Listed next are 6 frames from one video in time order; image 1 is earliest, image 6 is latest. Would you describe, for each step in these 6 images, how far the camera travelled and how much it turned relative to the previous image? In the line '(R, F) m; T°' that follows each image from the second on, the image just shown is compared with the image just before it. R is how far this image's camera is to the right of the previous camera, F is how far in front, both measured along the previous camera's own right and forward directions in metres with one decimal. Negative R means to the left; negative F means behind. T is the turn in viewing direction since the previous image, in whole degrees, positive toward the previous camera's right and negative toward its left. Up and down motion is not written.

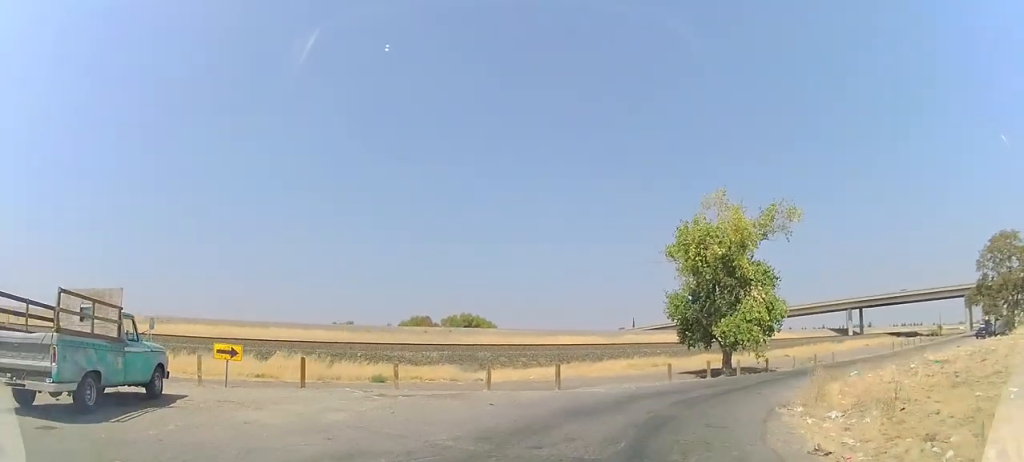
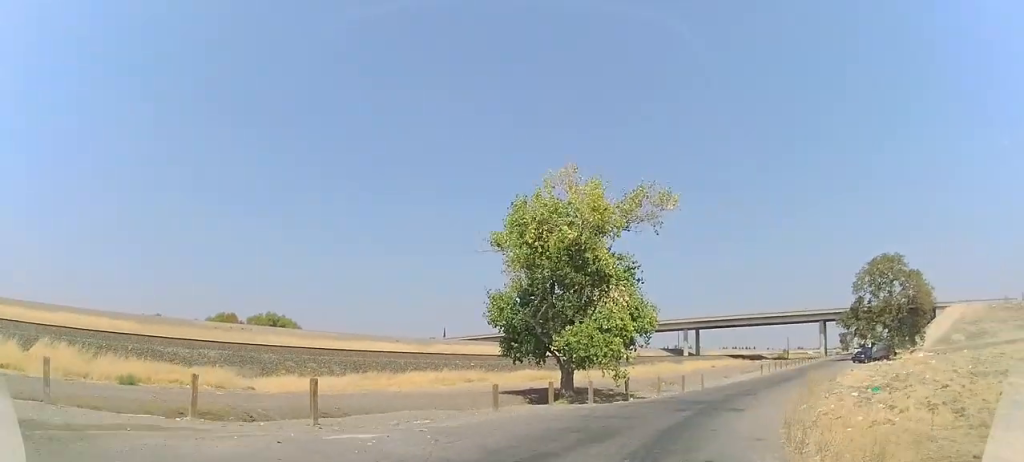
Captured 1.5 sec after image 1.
(+1.0, +7.7) m; +20°
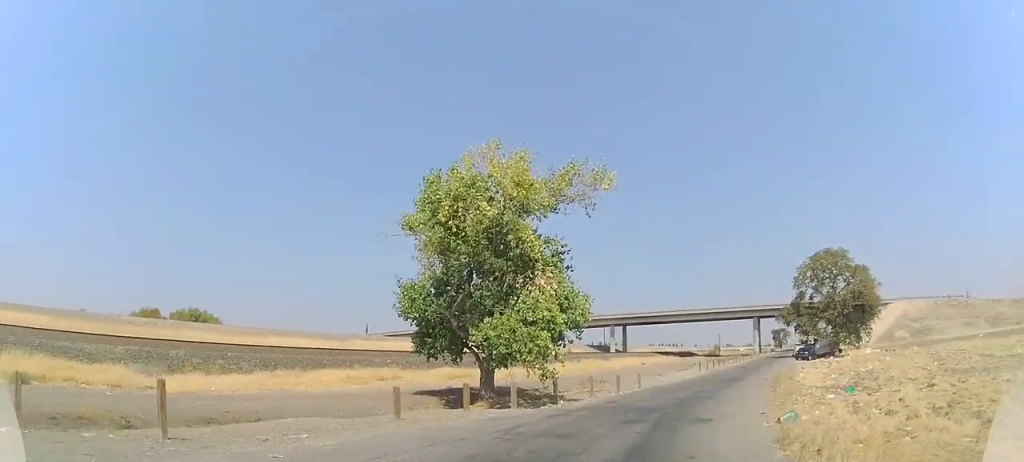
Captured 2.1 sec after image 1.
(+0.4, +2.9) m; +9°
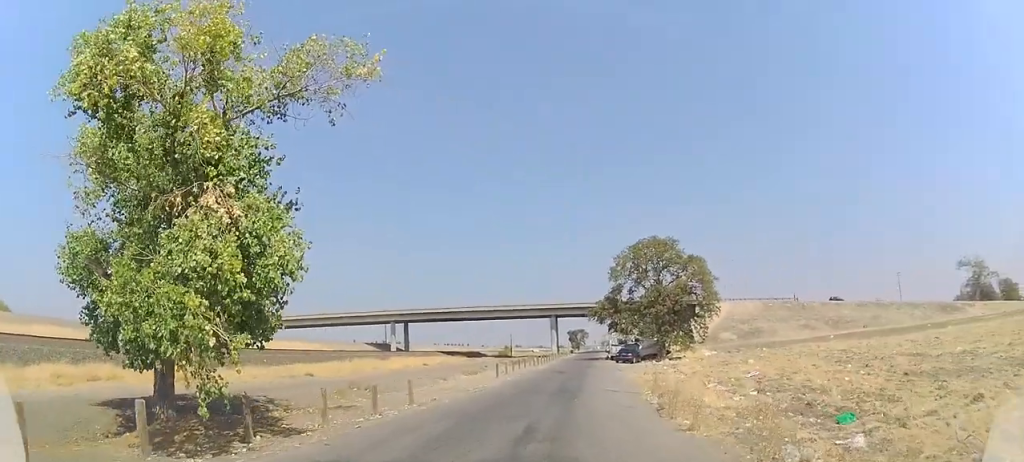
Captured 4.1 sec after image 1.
(+2.8, +8.6) m; +31°
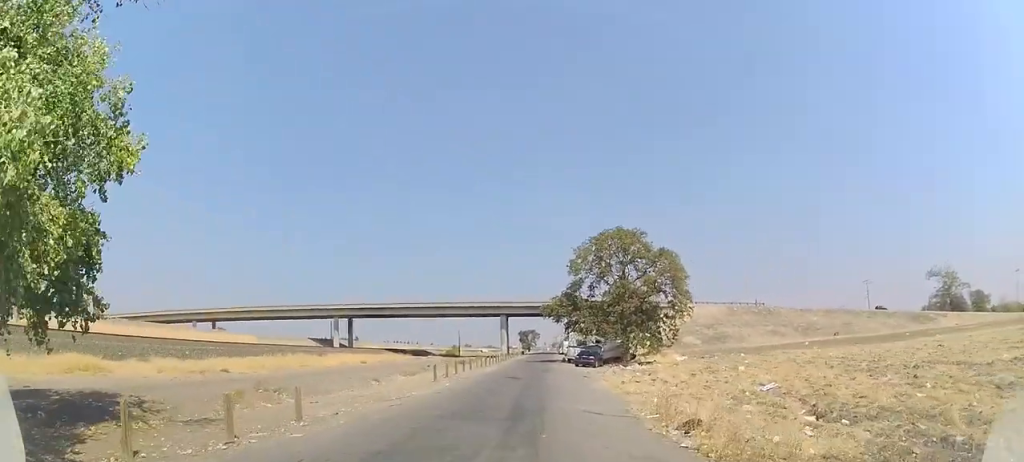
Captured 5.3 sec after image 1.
(0.0, +5.8) m; 0°
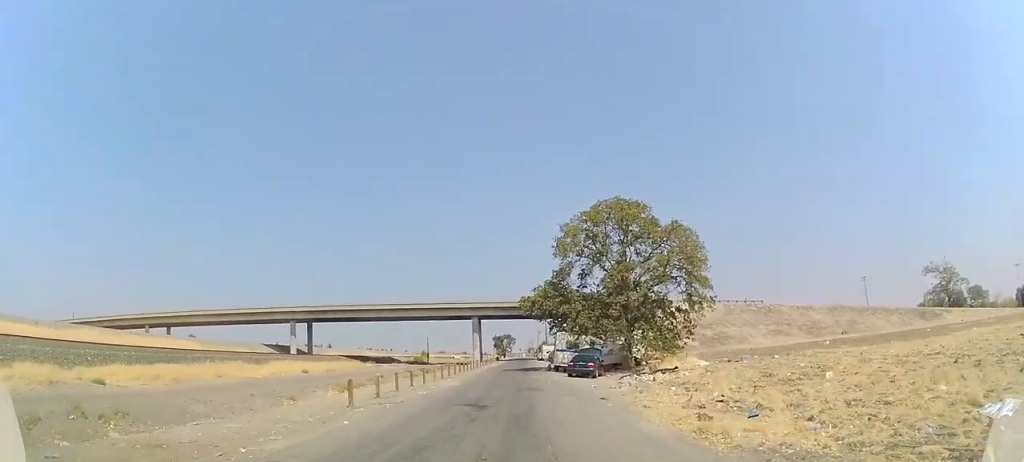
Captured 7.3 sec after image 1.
(+0.6, +10.9) m; +6°
